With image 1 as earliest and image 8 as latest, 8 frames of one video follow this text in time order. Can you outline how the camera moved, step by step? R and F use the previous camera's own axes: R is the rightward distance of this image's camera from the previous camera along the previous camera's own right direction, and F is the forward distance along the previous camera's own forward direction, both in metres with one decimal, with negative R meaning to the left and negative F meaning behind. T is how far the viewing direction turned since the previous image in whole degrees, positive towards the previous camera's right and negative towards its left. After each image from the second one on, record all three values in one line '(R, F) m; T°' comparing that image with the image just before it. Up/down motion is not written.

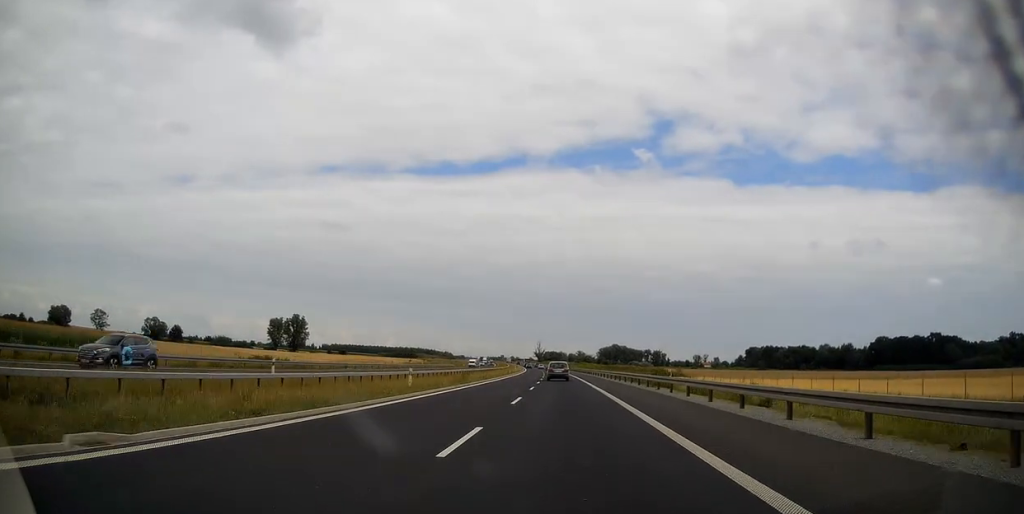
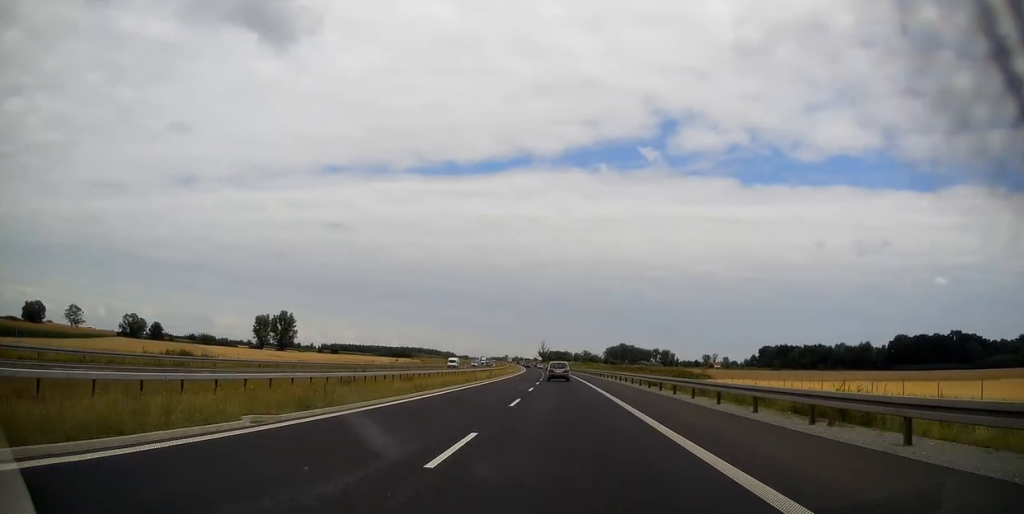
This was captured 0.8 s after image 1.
(-0.1, +25.2) m; -1°
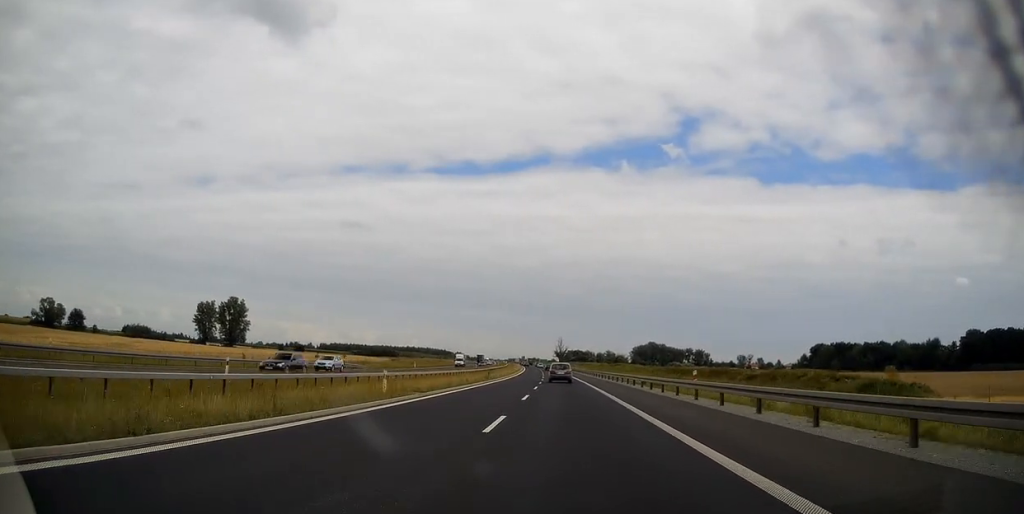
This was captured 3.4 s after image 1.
(-1.5, +80.3) m; -2°
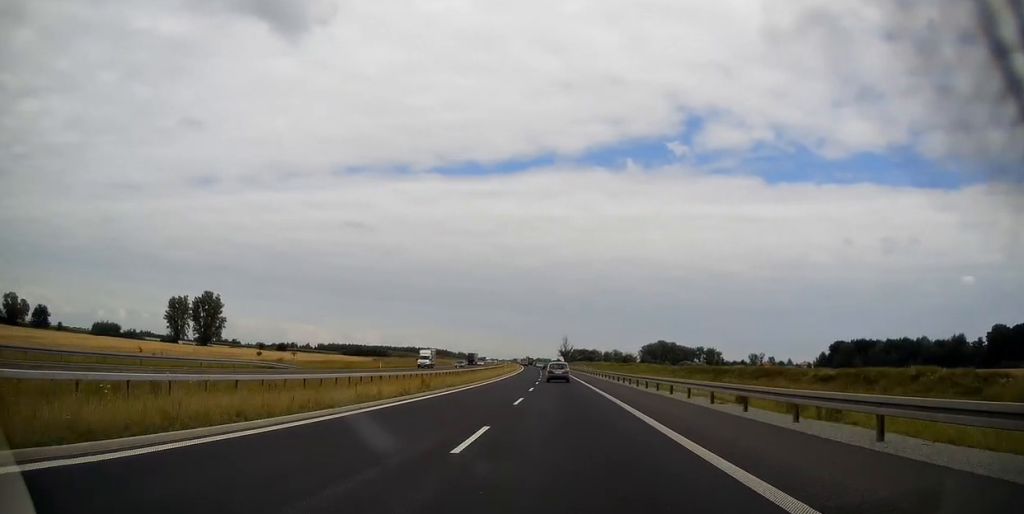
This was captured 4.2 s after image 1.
(-0.1, +27.0) m; -1°
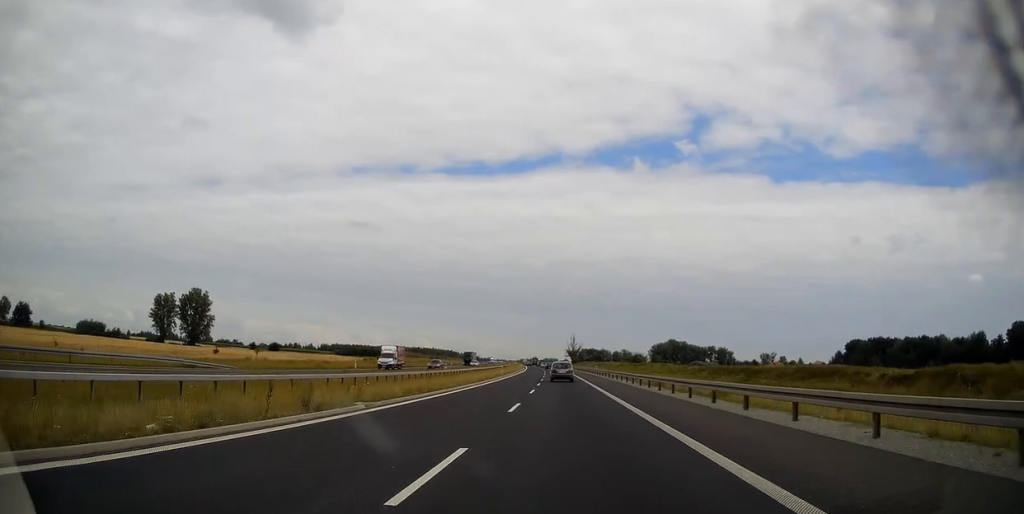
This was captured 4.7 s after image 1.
(0.0, +15.6) m; 0°
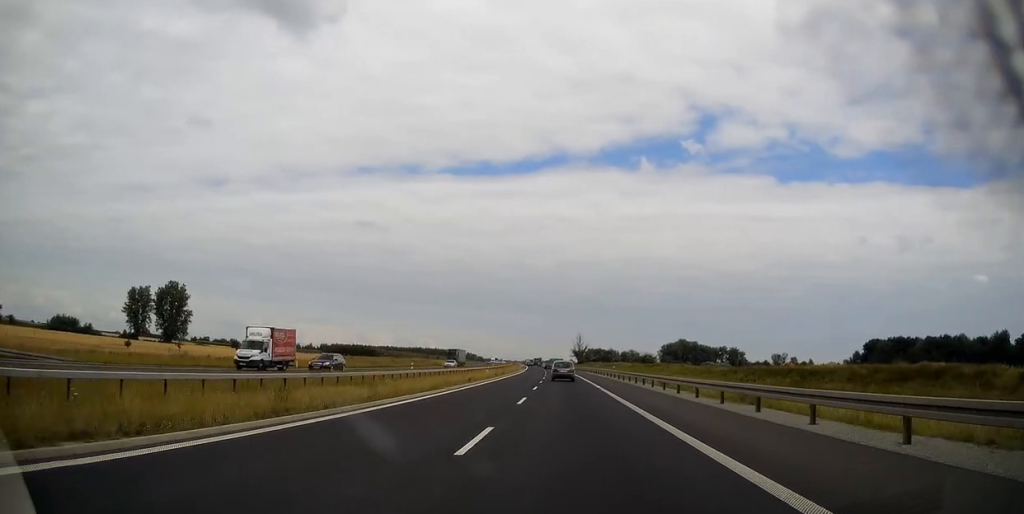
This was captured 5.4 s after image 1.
(-0.1, +20.9) m; -1°
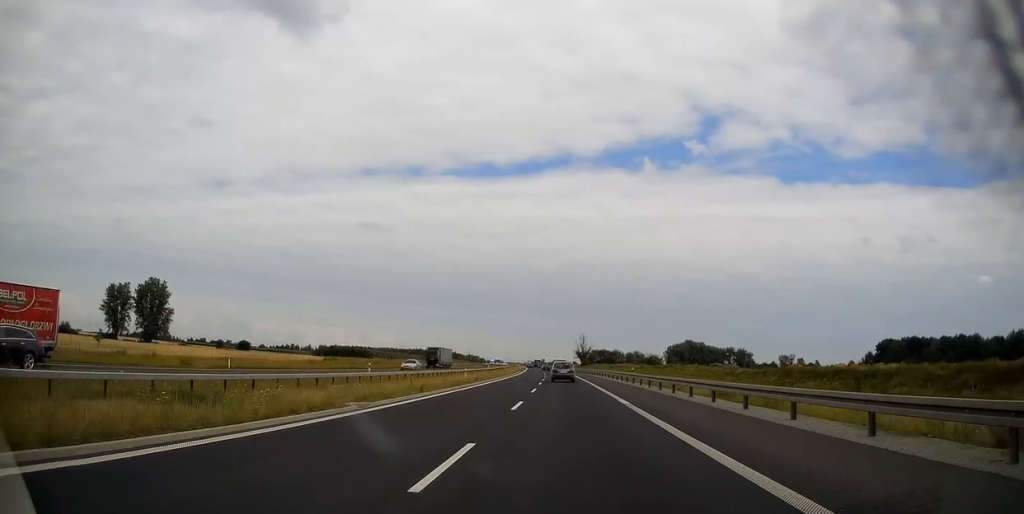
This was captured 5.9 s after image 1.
(-0.1, +14.7) m; 0°
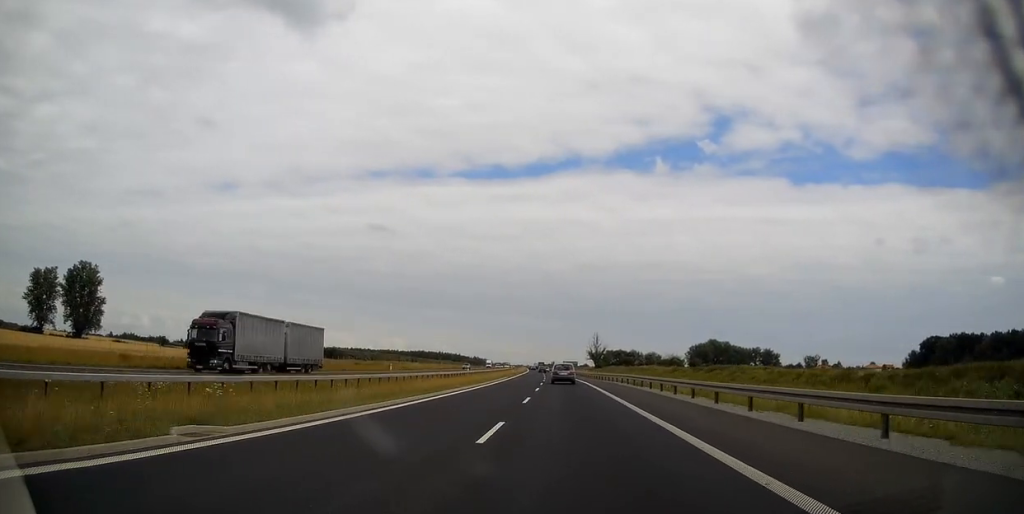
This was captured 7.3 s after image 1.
(-0.3, +44.2) m; -1°
